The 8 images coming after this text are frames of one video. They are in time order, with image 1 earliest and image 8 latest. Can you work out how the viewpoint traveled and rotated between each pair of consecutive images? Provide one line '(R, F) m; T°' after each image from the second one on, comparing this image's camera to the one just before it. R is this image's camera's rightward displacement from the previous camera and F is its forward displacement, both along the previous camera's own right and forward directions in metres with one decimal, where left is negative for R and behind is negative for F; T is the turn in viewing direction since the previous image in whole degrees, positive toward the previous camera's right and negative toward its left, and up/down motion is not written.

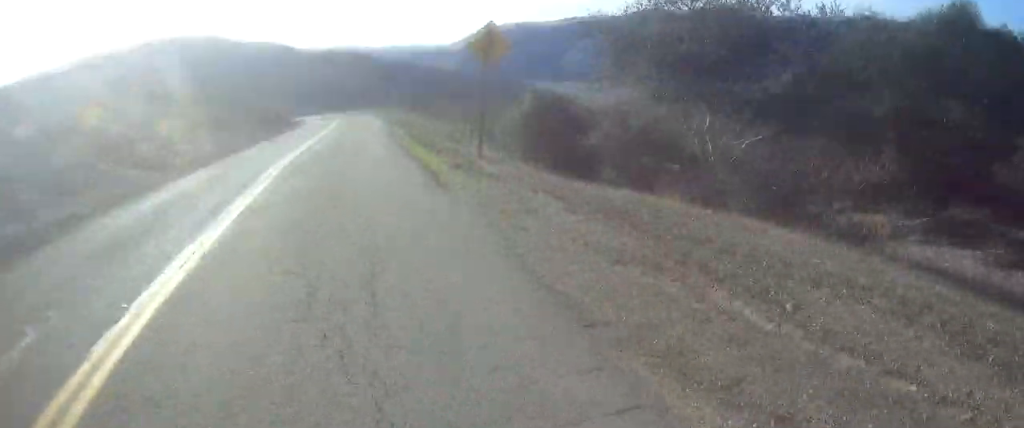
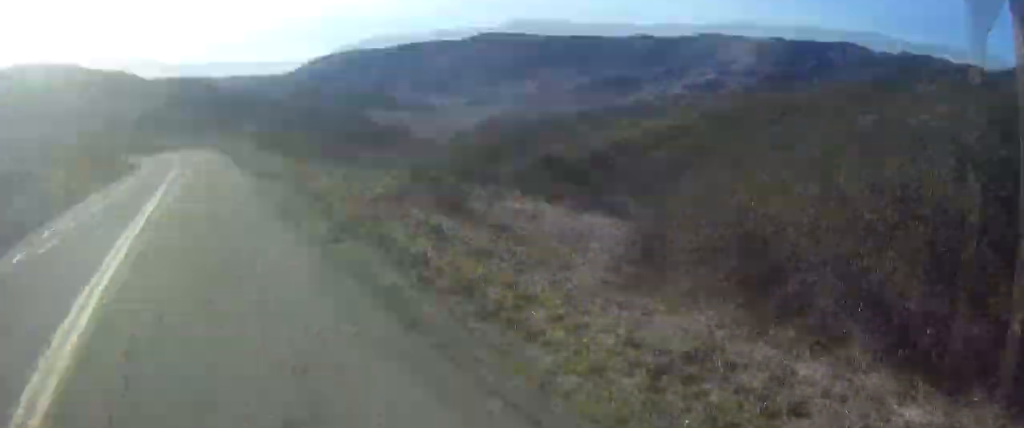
(+0.8, +13.3) m; +6°
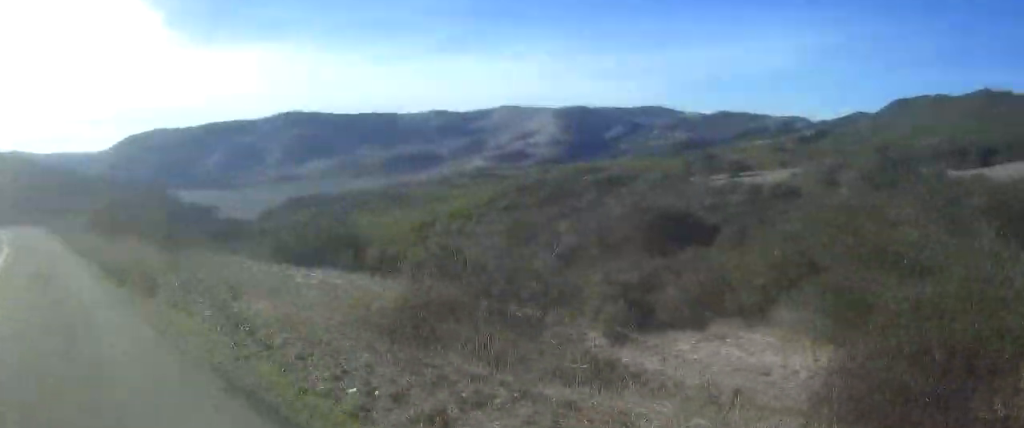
(+0.4, +8.8) m; +3°
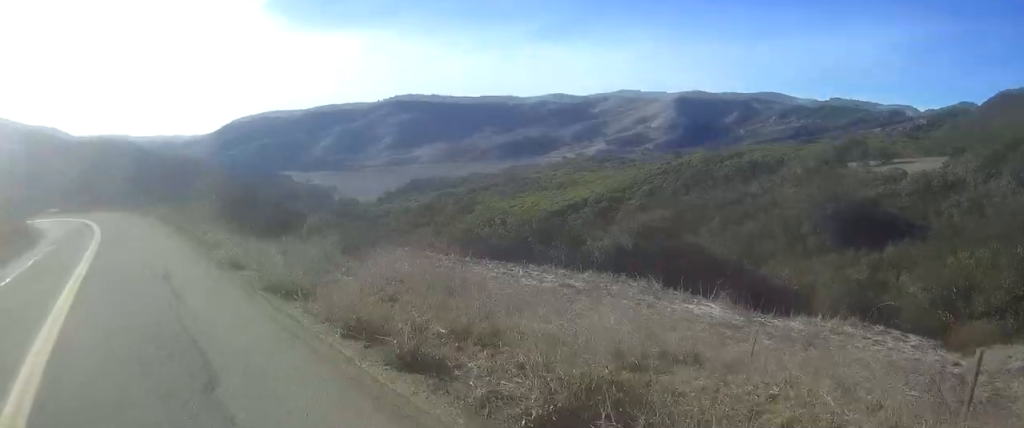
(+0.1, +9.3) m; -3°
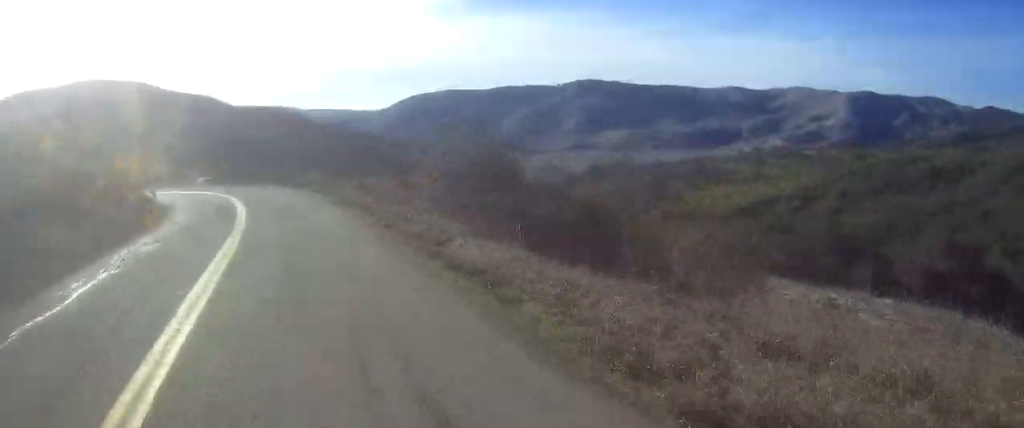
(-0.2, +9.3) m; -3°
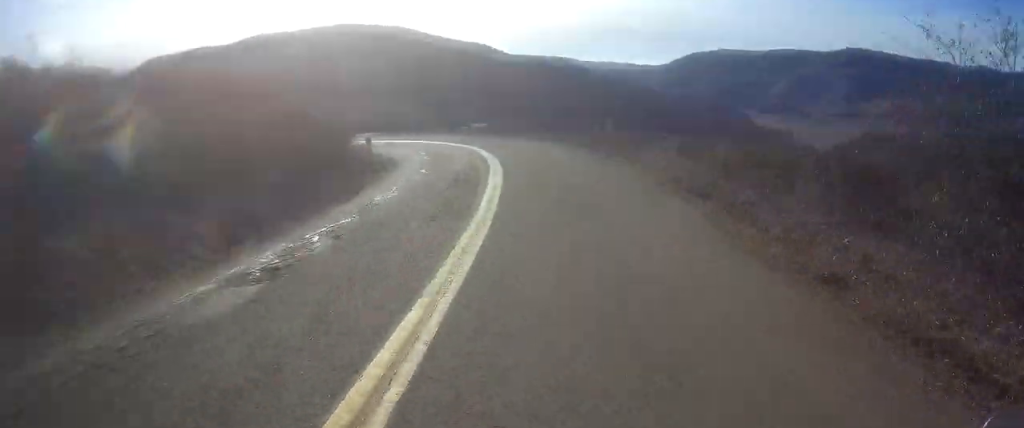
(-0.6, +9.5) m; -3°
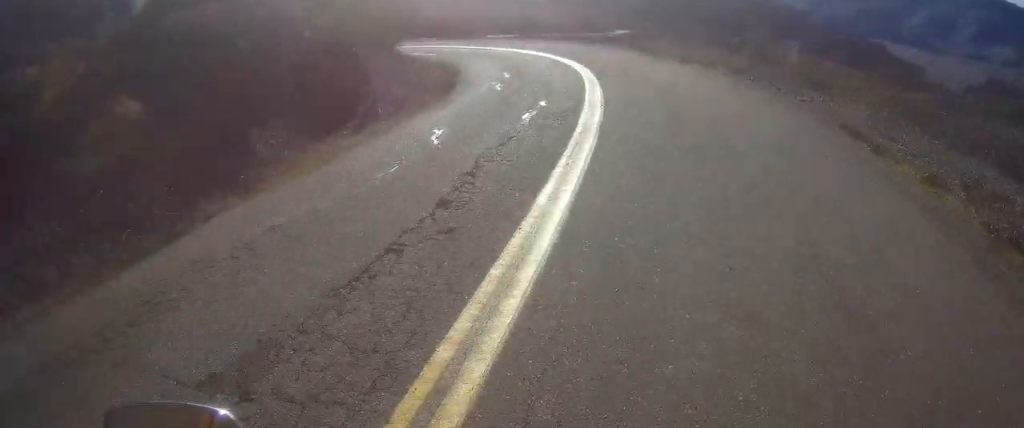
(-0.1, +10.4) m; 0°
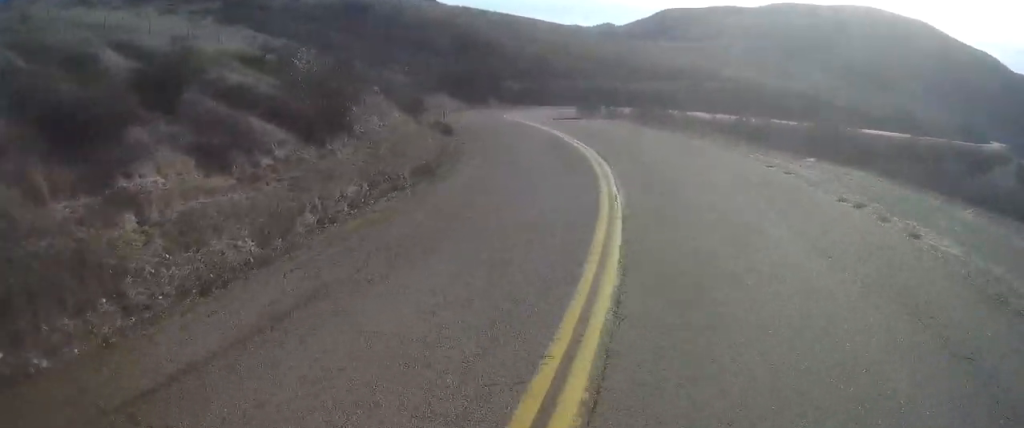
(-8.1, +43.2) m; -25°
